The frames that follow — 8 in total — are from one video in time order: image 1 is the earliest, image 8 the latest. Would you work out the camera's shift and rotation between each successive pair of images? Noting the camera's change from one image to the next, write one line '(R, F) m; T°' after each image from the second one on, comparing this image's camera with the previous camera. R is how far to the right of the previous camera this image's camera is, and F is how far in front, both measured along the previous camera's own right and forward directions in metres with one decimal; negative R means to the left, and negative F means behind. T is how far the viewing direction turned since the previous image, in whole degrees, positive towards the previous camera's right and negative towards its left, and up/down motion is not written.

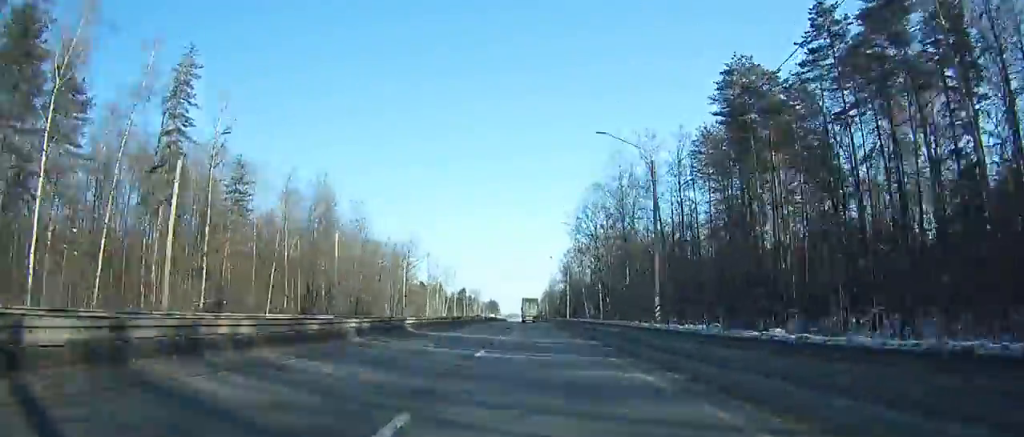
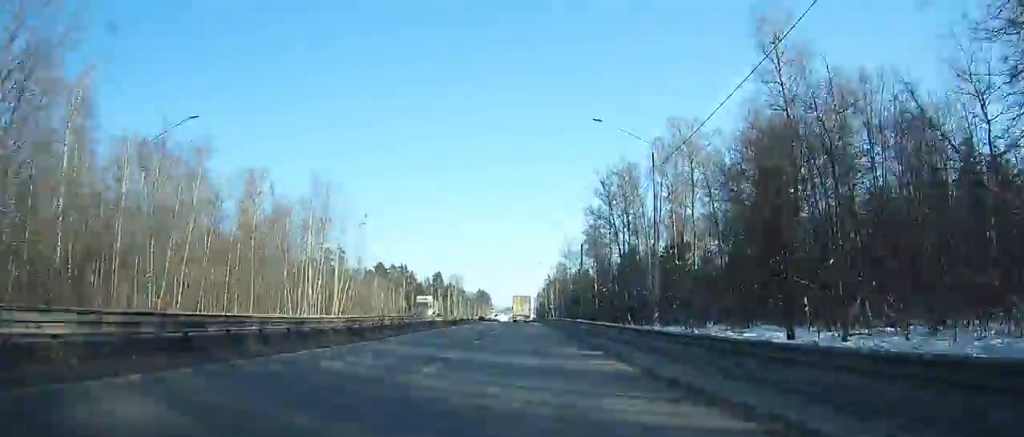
(-1.0, +101.6) m; -1°
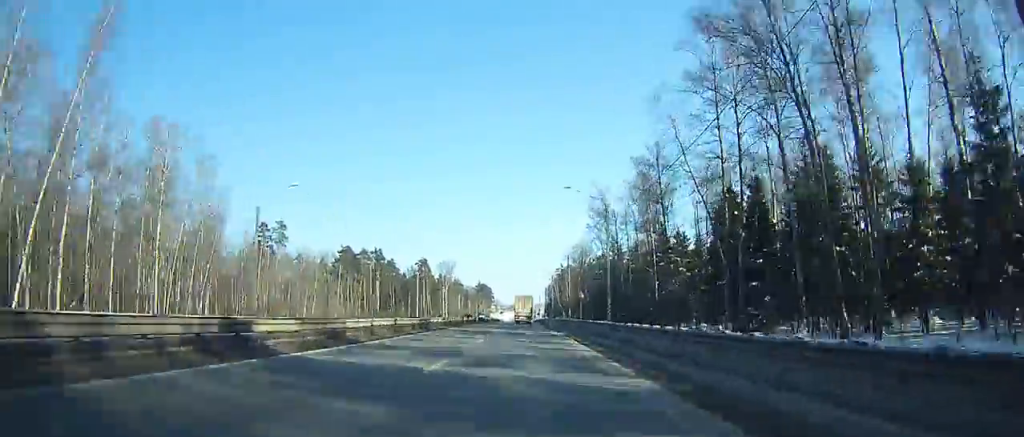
(0.0, +60.1) m; 0°
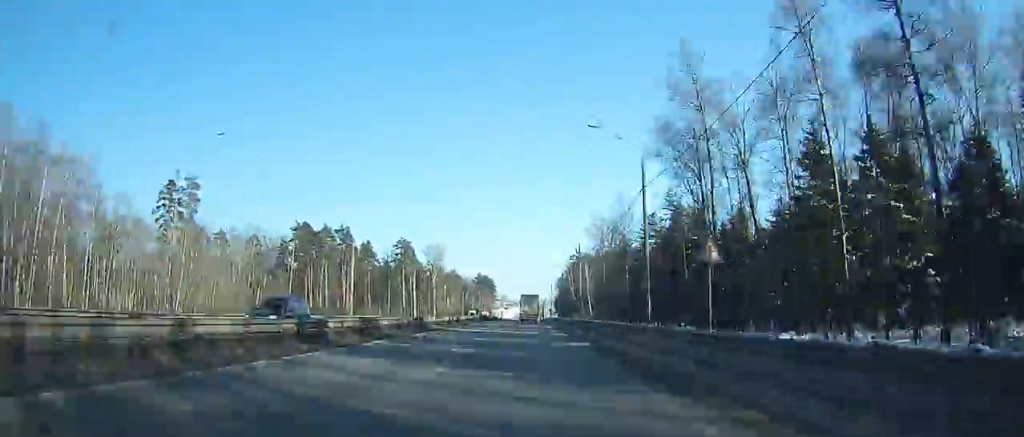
(-0.2, +48.6) m; 0°
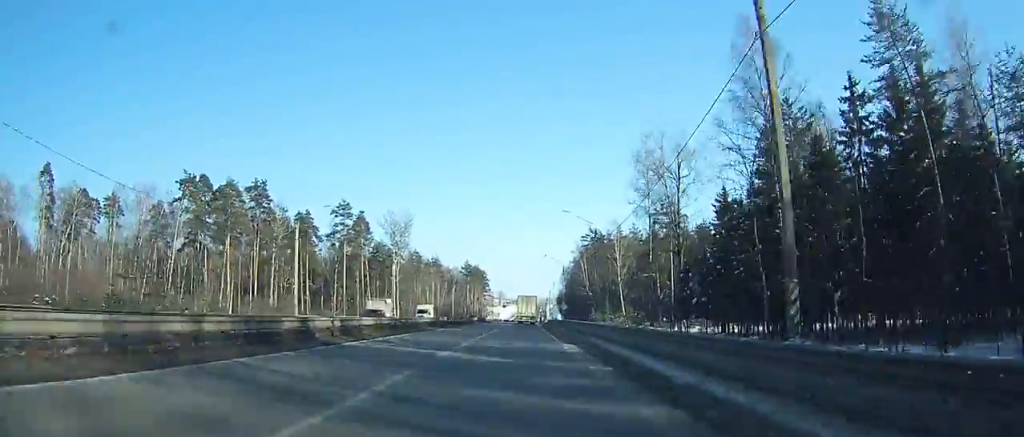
(0.0, +55.9) m; 0°
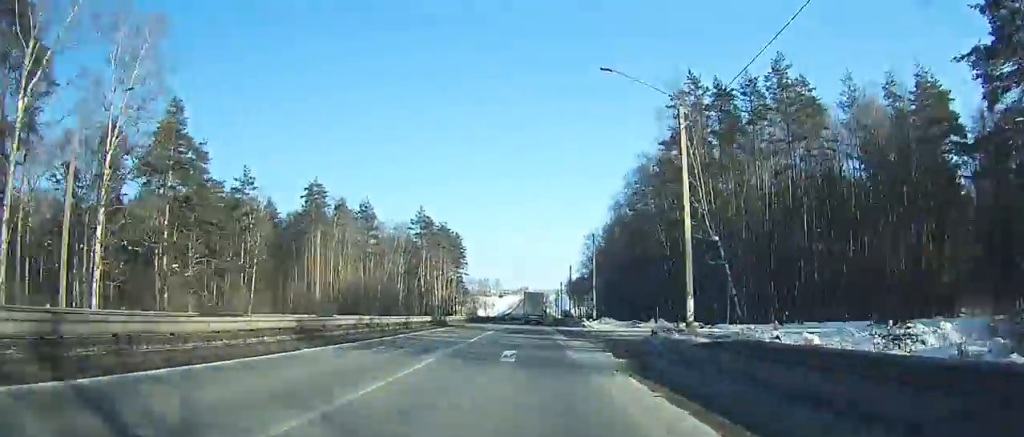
(-0.2, +108.5) m; 0°
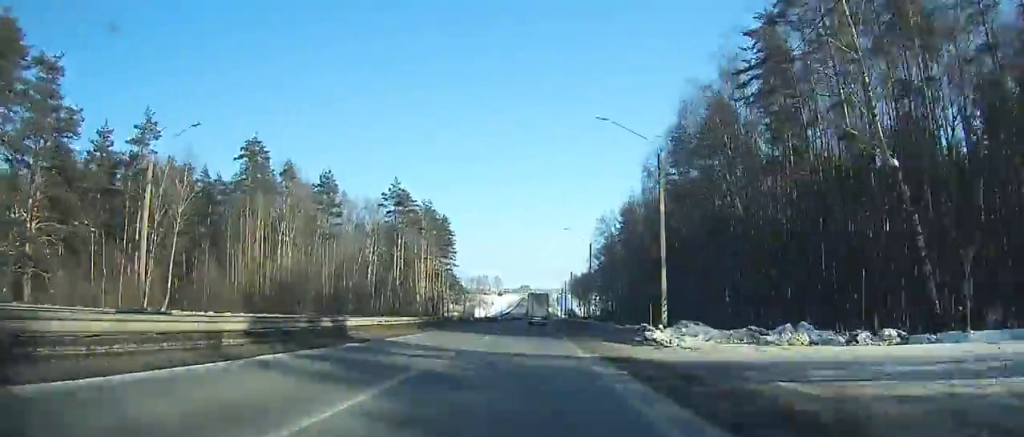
(+0.1, +28.8) m; 0°
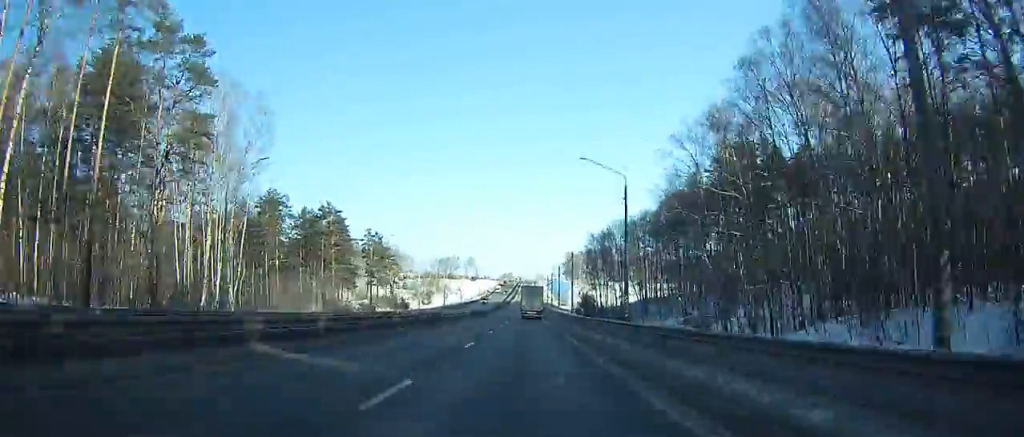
(+0.8, +126.4) m; +1°
